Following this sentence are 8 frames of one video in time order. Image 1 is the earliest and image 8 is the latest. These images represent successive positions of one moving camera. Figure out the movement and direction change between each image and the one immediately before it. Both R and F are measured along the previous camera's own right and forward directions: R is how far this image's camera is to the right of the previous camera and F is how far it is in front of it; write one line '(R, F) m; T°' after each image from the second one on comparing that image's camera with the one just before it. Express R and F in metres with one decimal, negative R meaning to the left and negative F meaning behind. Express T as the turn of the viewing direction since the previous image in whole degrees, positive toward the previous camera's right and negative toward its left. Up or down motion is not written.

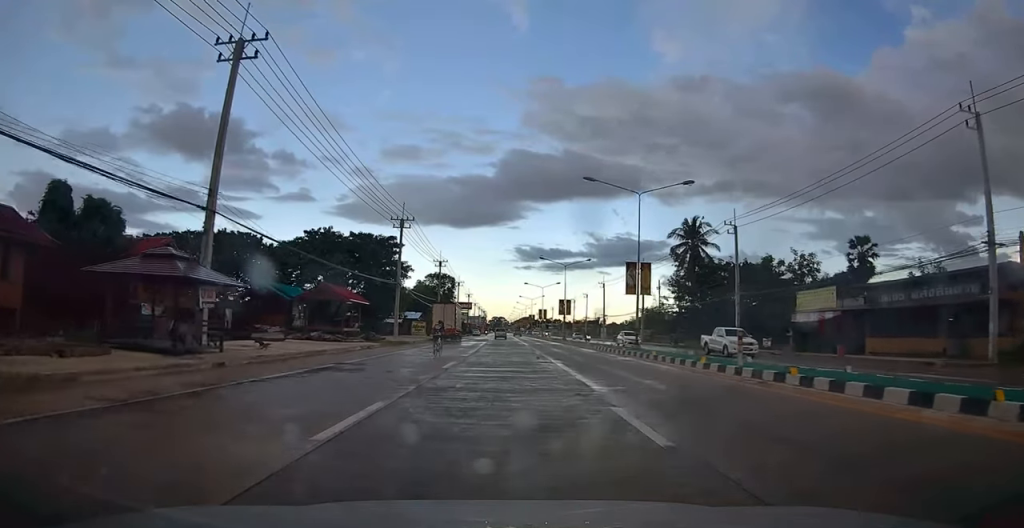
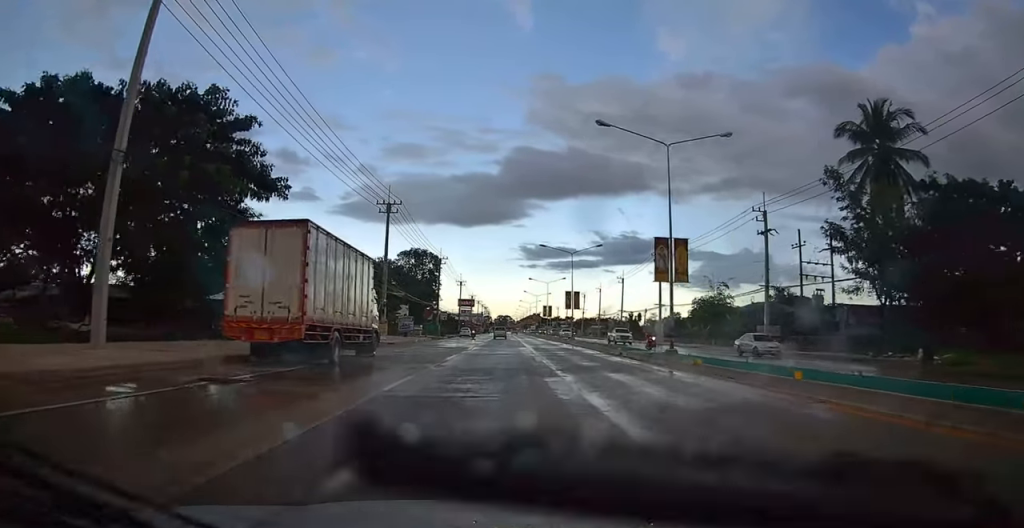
(+1.4, +44.0) m; +3°
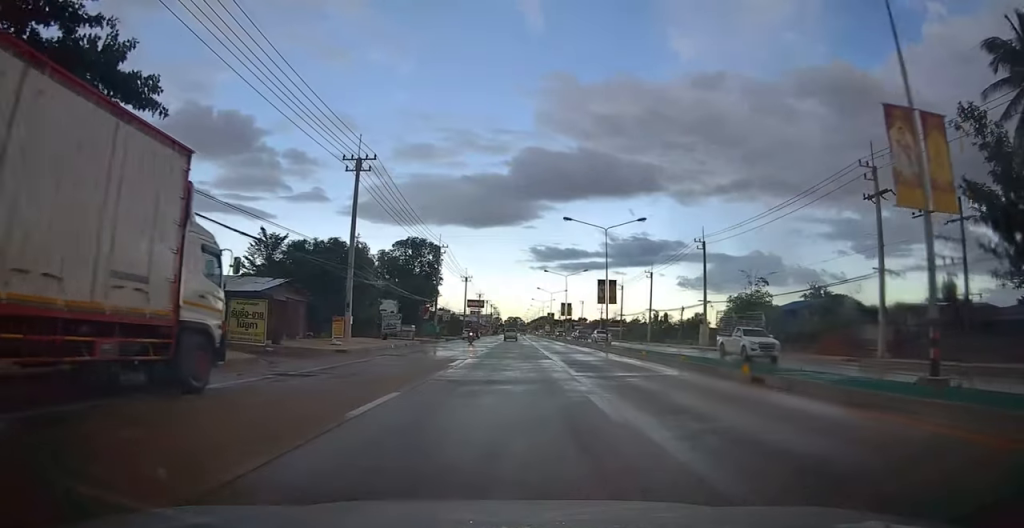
(-0.4, +14.6) m; -2°
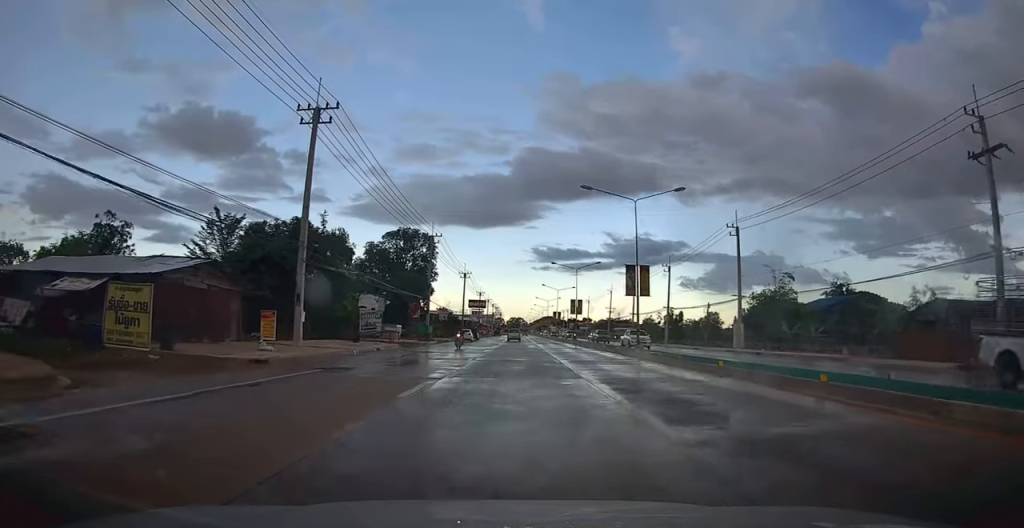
(-0.2, +9.5) m; -1°
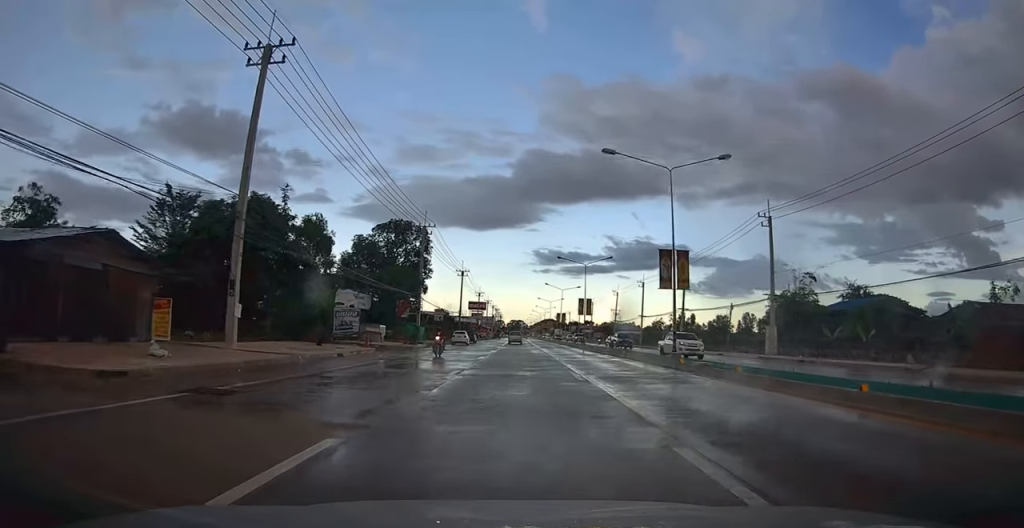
(0.0, +7.3) m; 0°
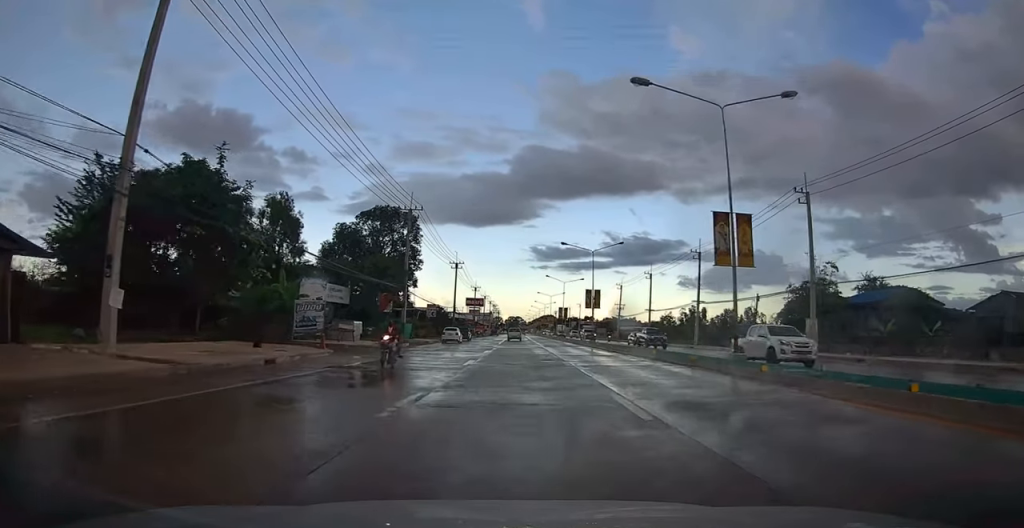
(0.0, +7.2) m; 0°
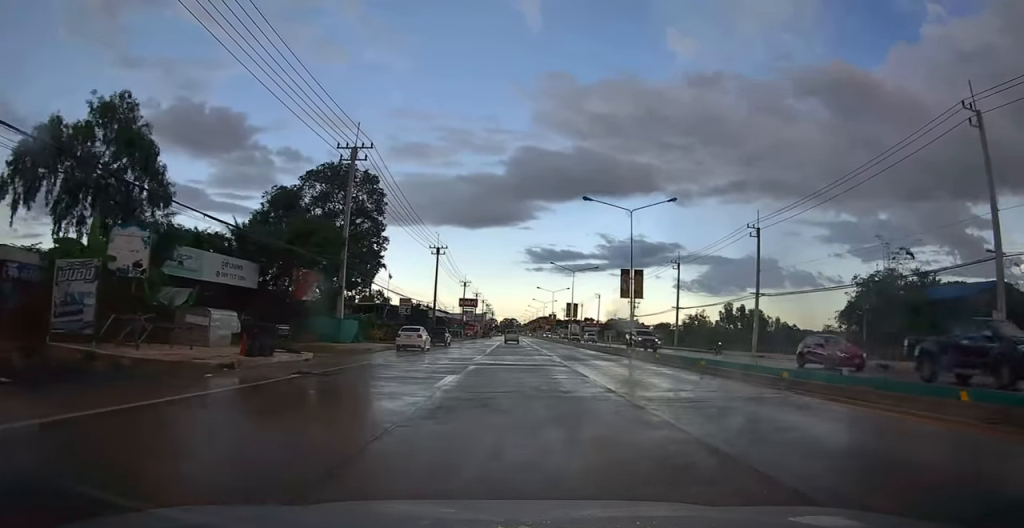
(-0.1, +18.8) m; 0°
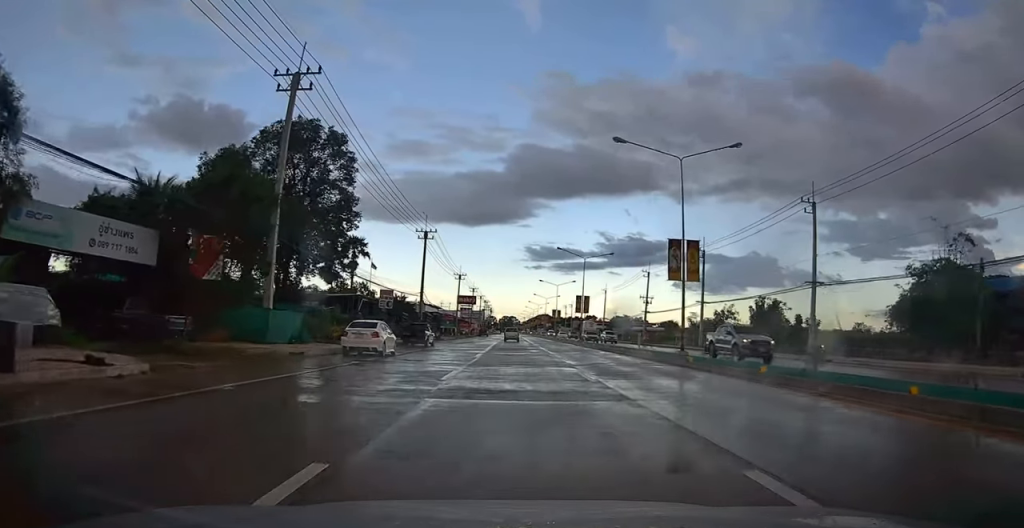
(0.0, +10.7) m; 0°
